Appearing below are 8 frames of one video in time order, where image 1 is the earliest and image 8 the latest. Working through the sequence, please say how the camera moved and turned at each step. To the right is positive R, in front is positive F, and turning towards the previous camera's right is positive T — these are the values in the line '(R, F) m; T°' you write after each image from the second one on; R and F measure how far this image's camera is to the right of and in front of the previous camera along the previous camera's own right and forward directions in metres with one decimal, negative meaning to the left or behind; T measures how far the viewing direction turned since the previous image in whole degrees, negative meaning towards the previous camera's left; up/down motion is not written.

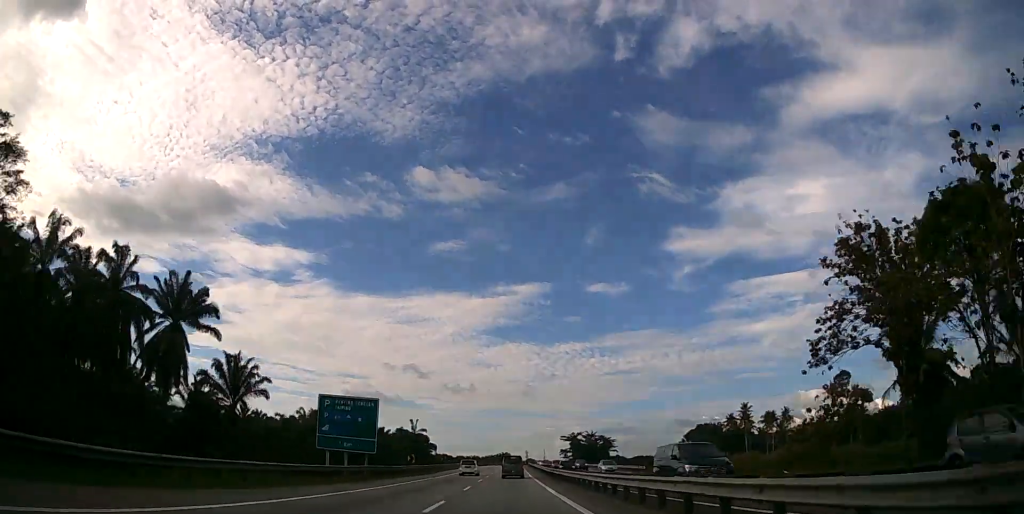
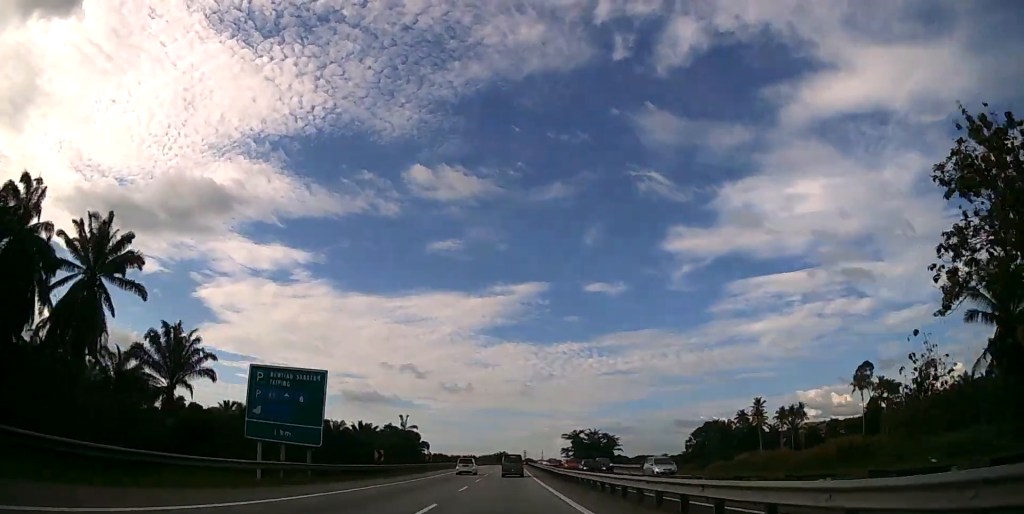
(0.0, +13.8) m; 0°
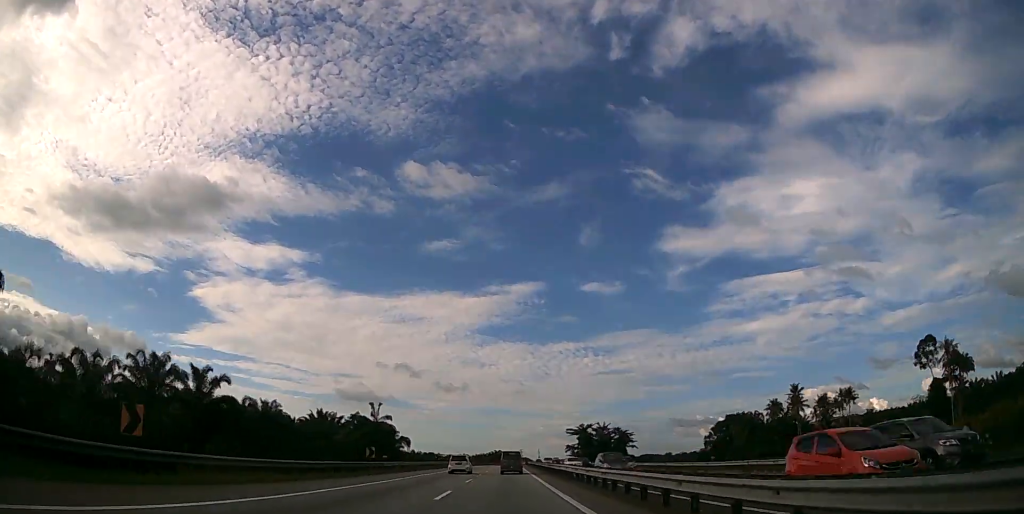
(+0.2, +31.0) m; +1°
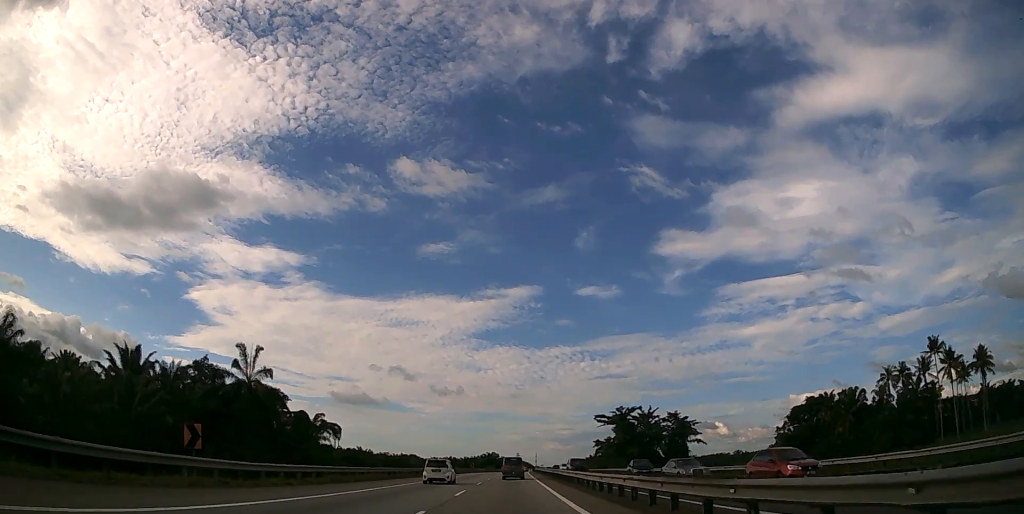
(+0.4, +67.4) m; +1°
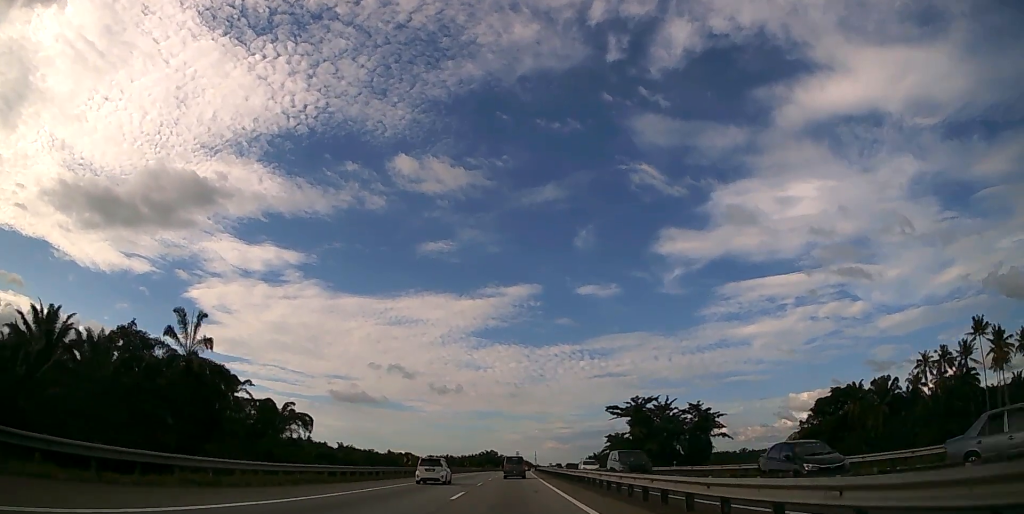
(0.0, +14.7) m; 0°
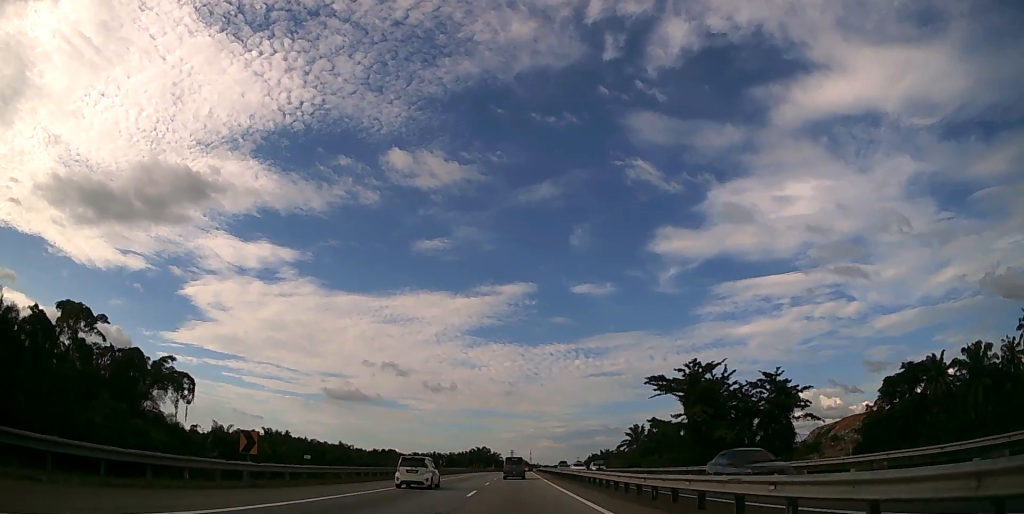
(+0.1, +34.0) m; 0°
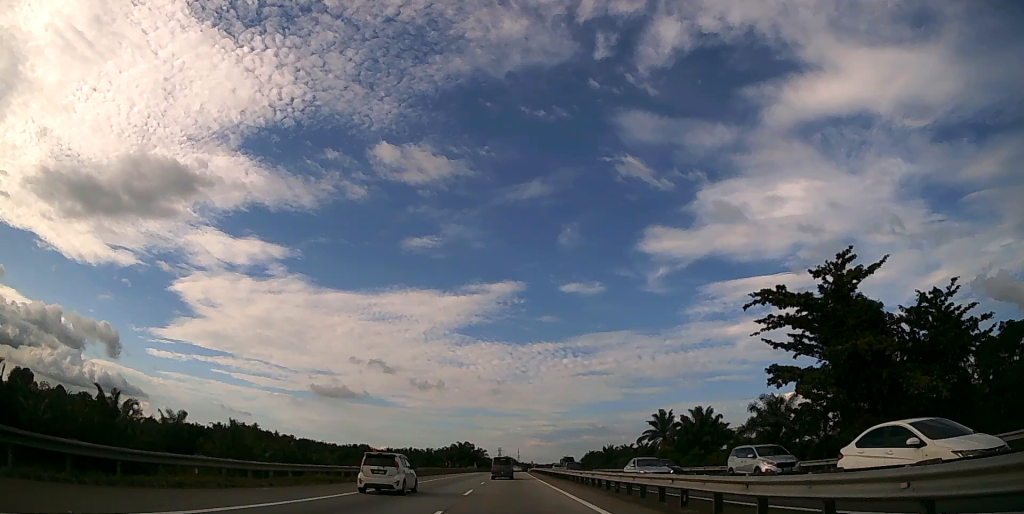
(+0.1, +35.1) m; +1°
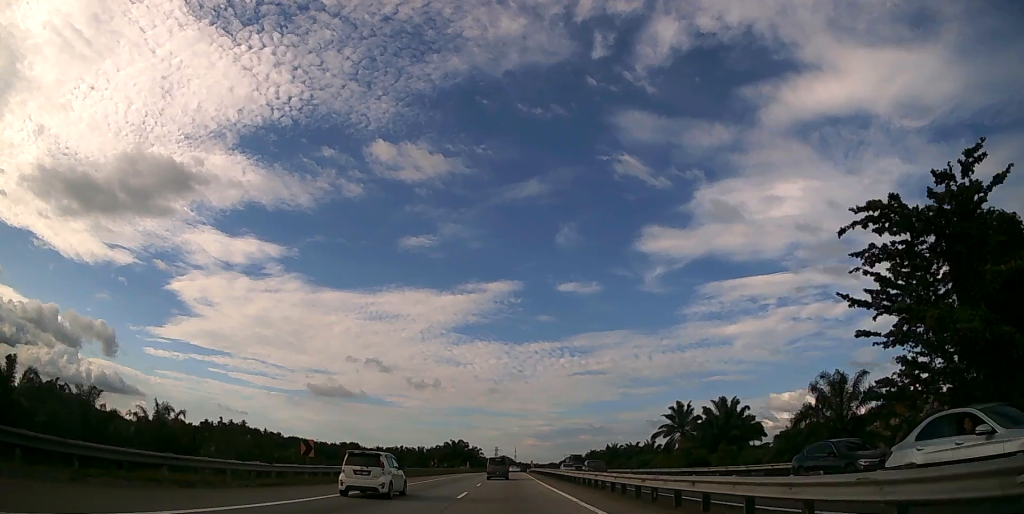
(+0.1, +13.7) m; 0°
